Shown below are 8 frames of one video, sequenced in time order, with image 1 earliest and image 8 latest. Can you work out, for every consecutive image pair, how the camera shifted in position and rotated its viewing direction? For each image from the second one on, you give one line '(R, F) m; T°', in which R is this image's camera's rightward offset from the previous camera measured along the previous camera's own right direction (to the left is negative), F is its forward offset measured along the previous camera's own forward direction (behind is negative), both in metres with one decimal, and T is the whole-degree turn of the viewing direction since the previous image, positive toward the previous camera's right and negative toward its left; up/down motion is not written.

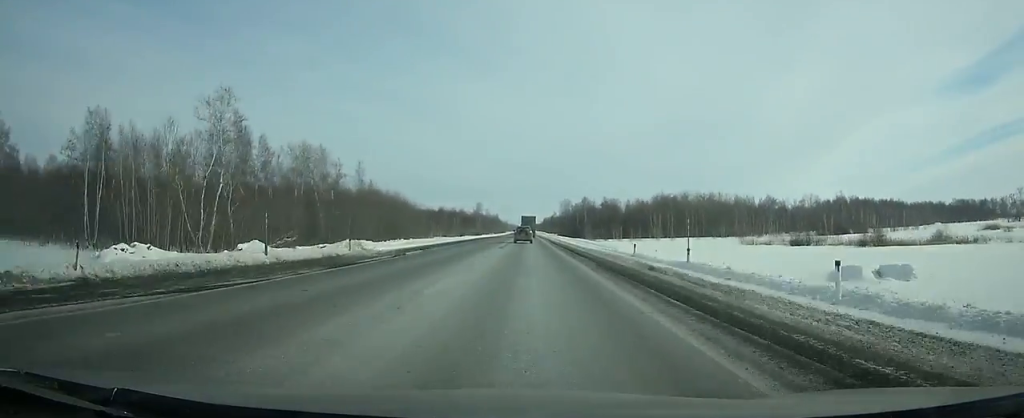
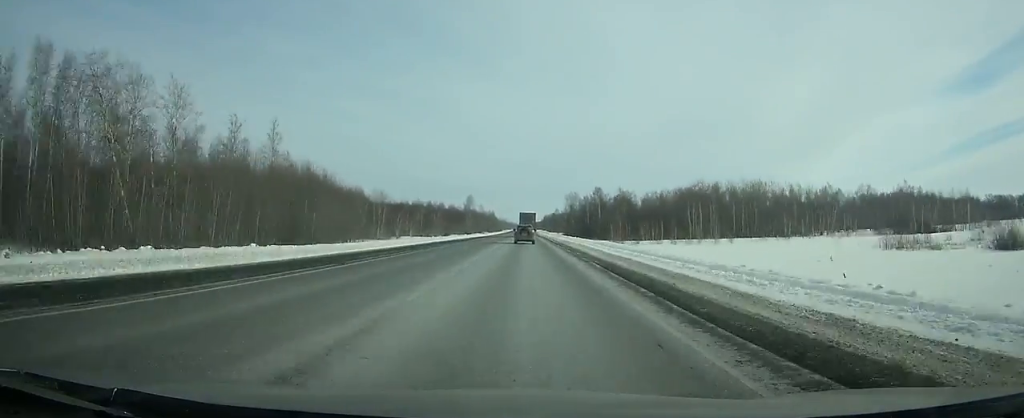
(+0.1, +47.9) m; 0°
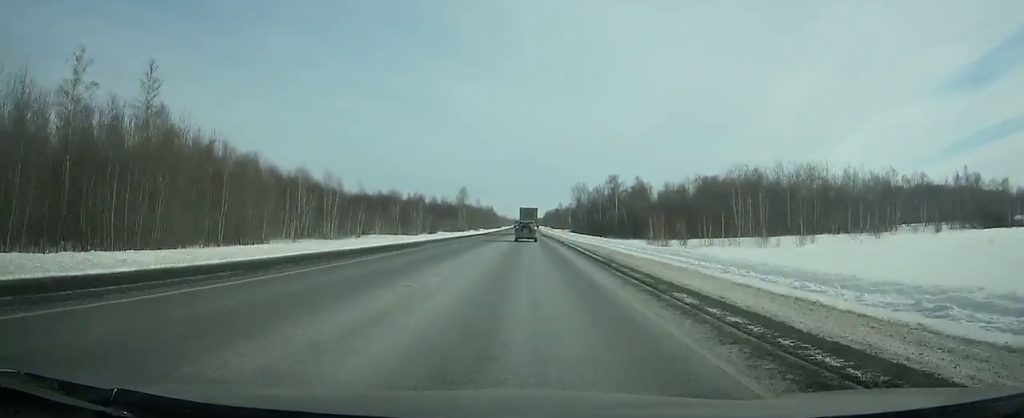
(0.0, +32.9) m; 0°
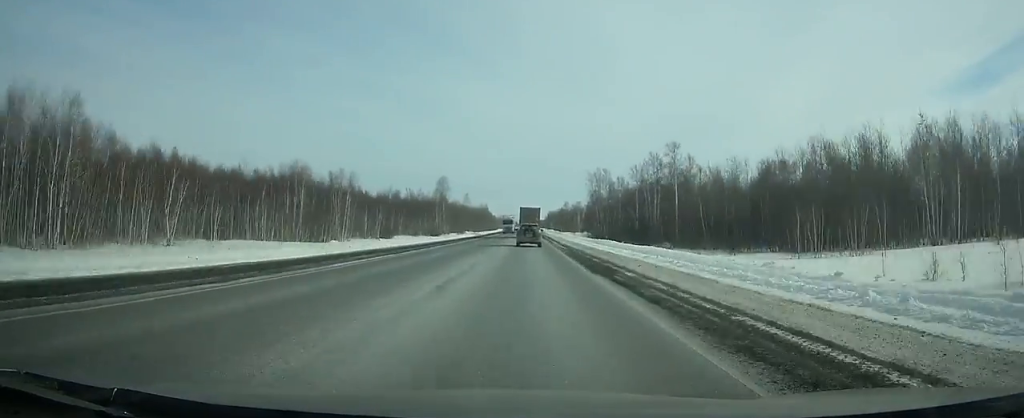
(-0.1, +64.3) m; 0°
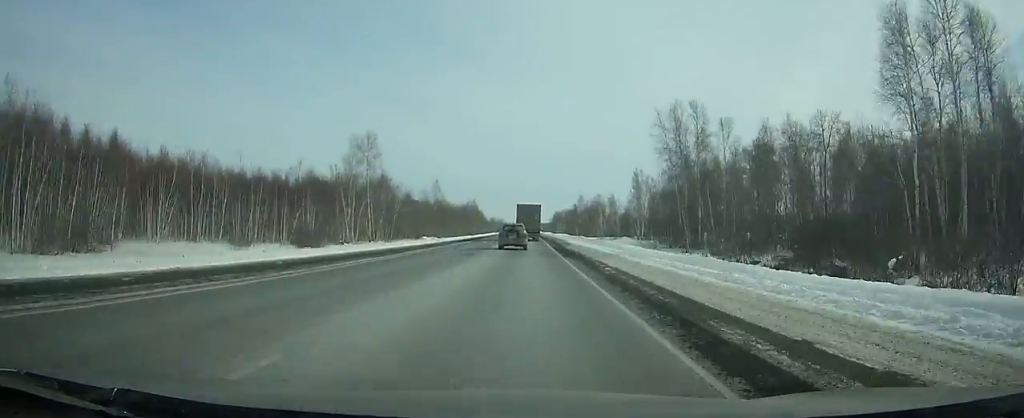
(0.0, +93.3) m; 0°
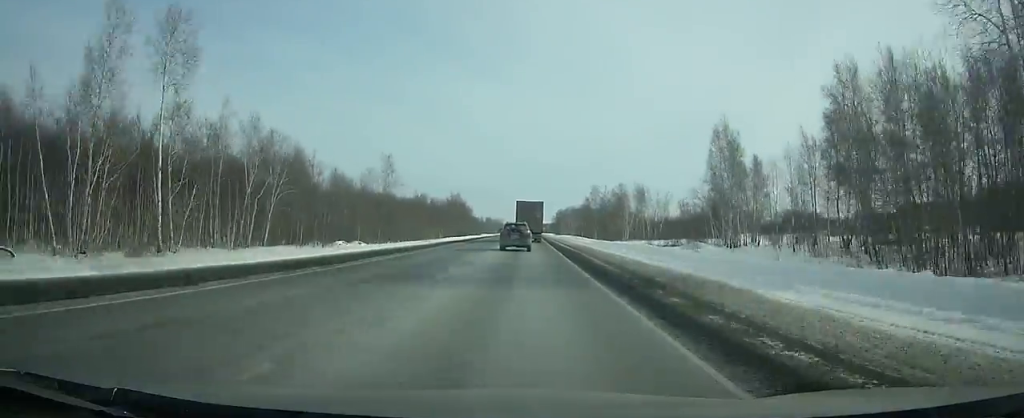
(-0.2, +60.2) m; 0°
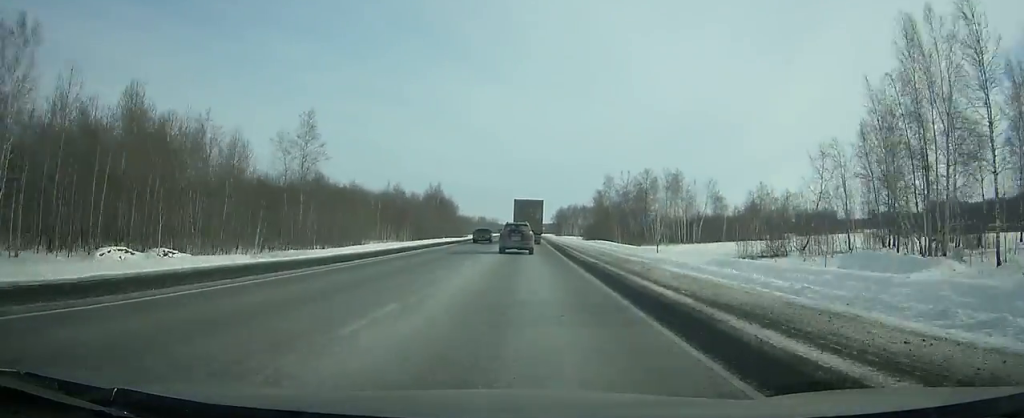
(0.0, +43.7) m; 0°
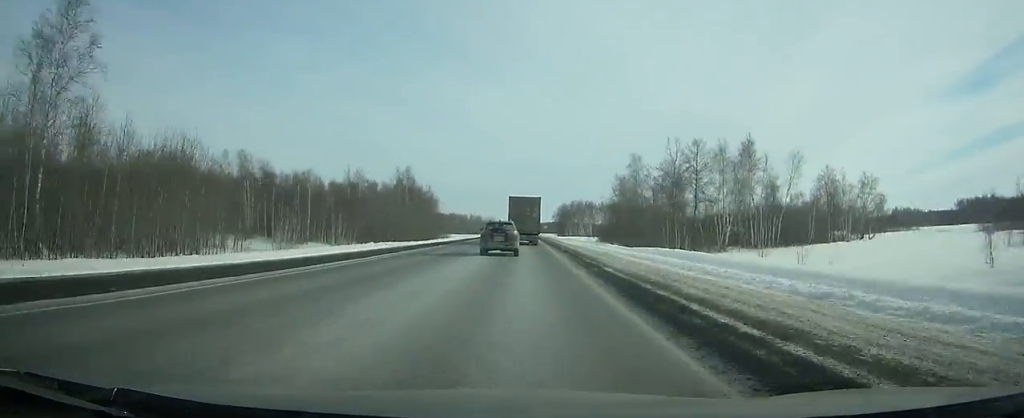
(+0.1, +43.0) m; 0°
